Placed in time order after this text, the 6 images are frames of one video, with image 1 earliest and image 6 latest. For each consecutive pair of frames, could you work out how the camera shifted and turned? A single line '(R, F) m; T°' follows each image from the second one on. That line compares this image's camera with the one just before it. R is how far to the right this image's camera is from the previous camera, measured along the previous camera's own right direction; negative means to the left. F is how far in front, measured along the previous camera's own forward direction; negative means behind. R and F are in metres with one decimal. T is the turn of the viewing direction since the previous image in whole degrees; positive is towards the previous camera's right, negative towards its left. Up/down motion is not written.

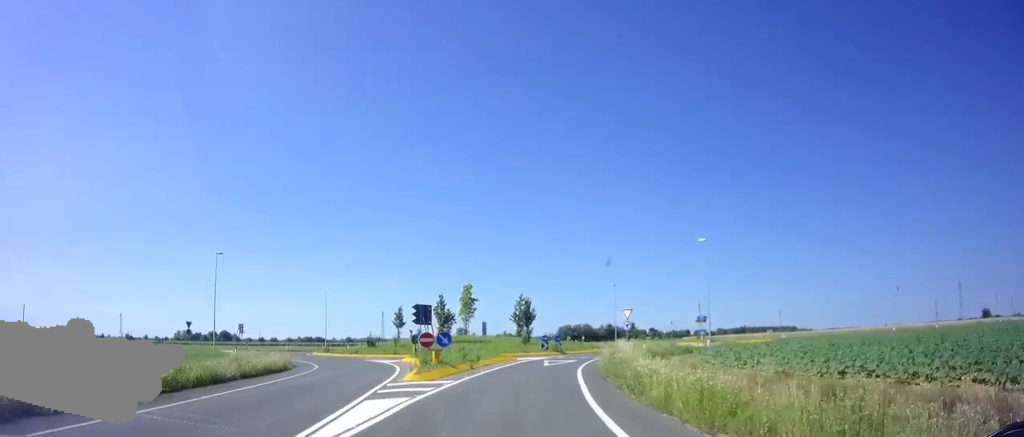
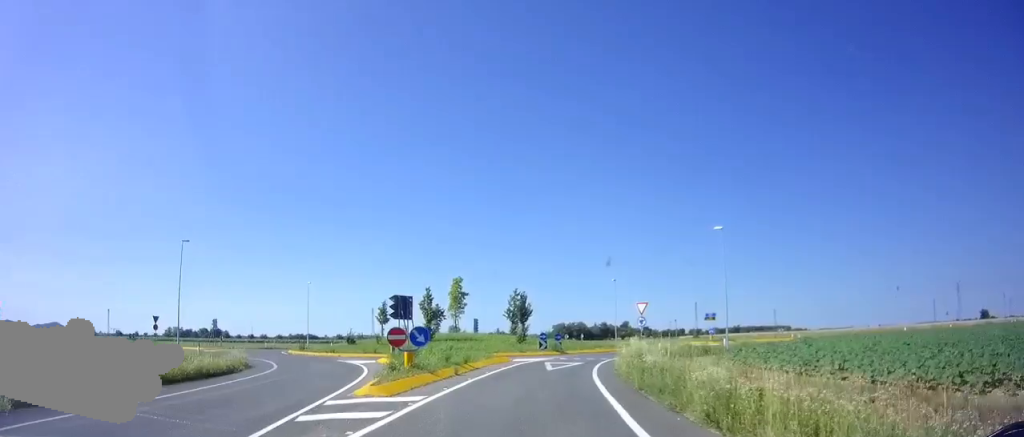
(0.0, +4.4) m; +1°
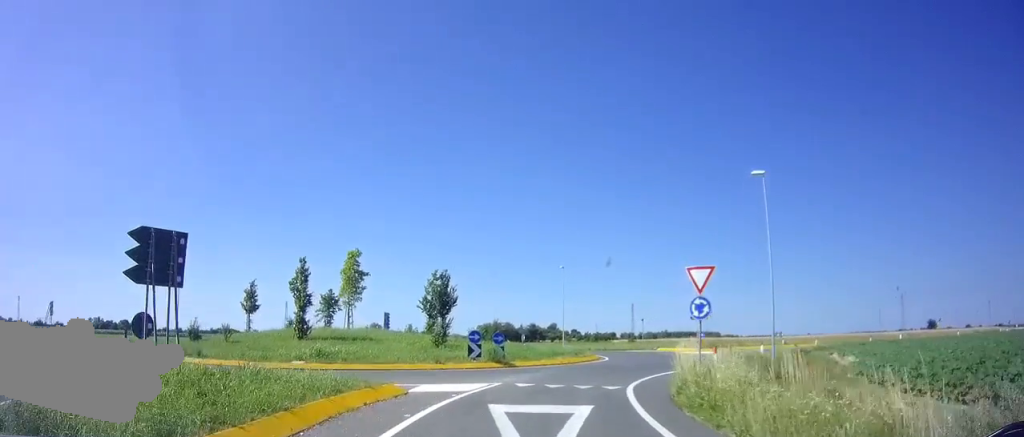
(+1.3, +14.7) m; +13°
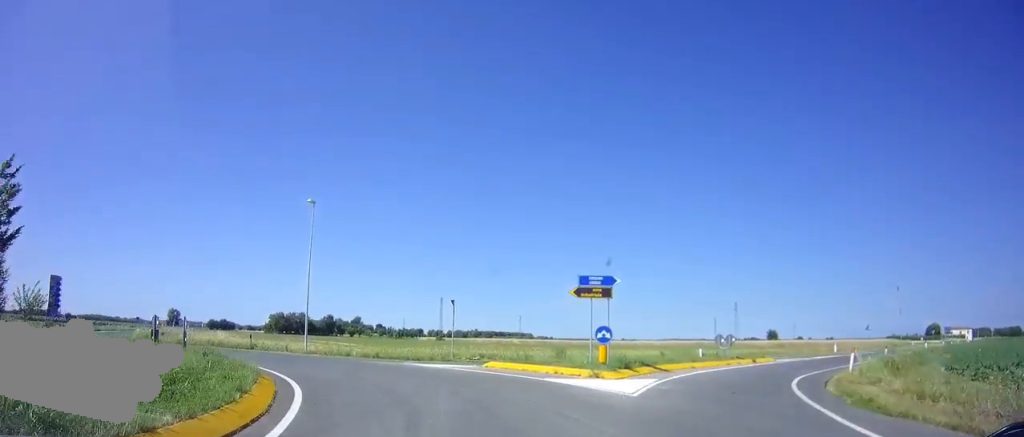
(+3.9, +26.8) m; -2°
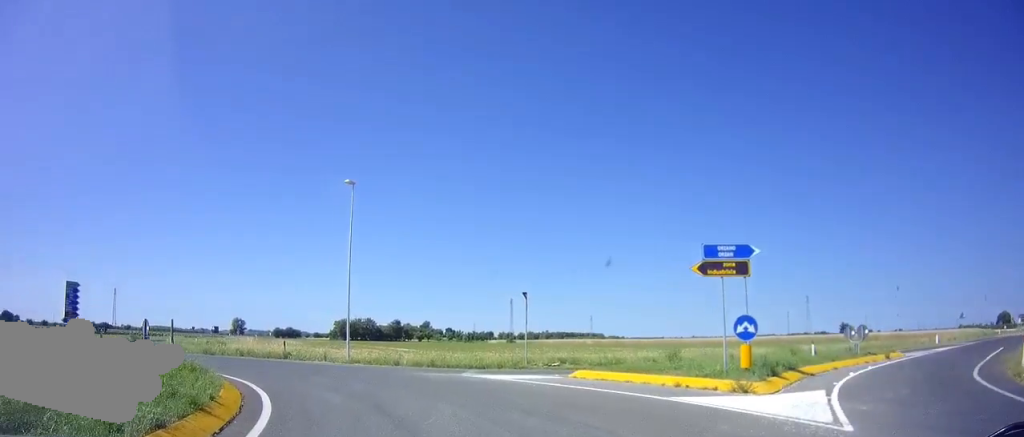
(-0.5, +5.8) m; -12°
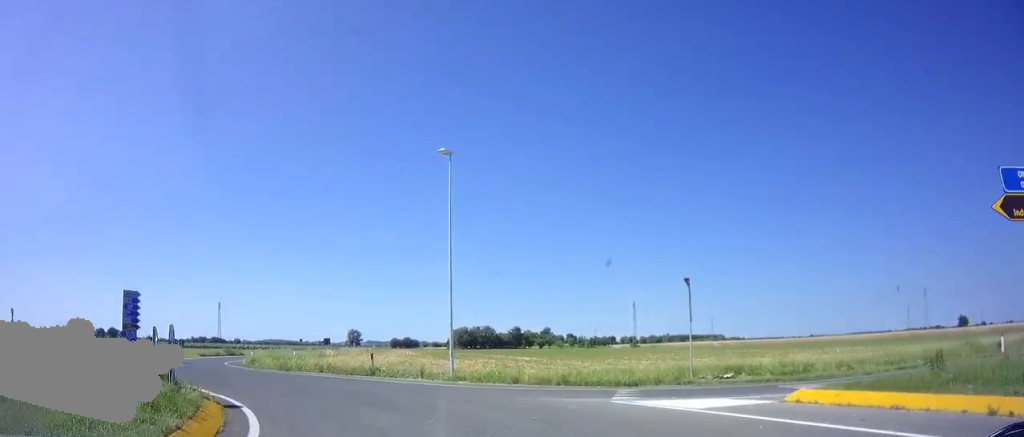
(-0.2, +5.6) m; -12°
